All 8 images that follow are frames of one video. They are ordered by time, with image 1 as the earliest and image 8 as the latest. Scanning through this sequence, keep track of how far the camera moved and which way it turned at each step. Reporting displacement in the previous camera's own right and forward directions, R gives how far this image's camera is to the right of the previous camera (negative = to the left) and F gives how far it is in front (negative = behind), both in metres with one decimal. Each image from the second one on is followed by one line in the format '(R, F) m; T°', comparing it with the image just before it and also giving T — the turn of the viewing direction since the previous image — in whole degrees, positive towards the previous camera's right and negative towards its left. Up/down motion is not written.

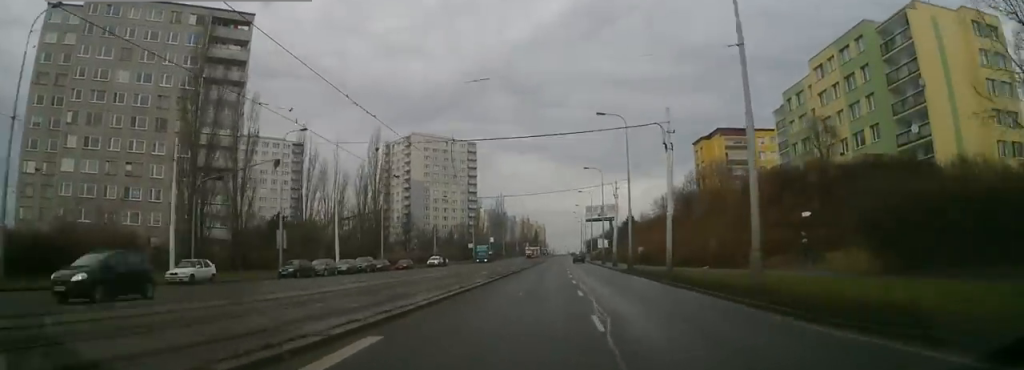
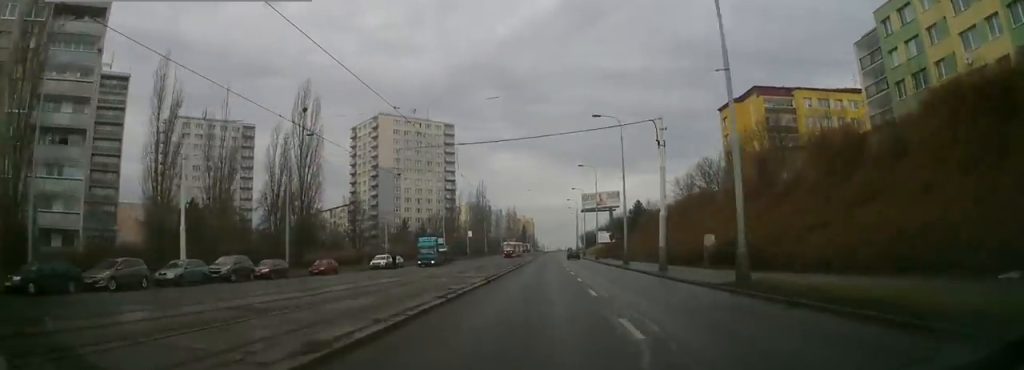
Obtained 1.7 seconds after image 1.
(+0.1, +28.2) m; 0°
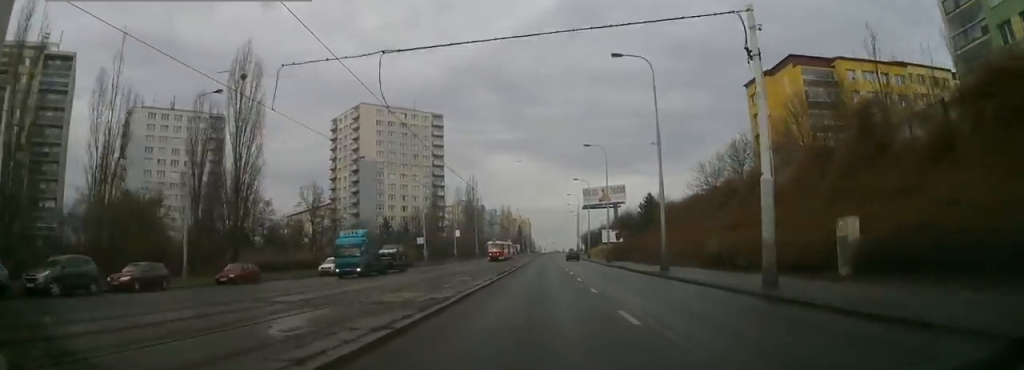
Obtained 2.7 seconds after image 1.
(-0.1, +16.5) m; 0°
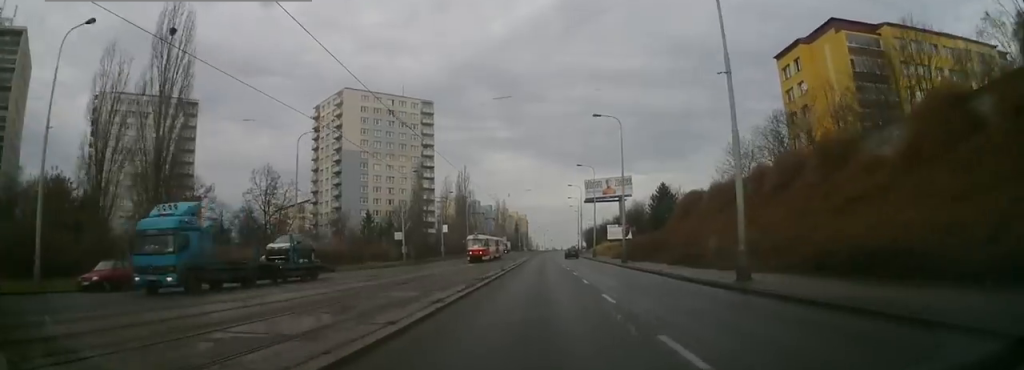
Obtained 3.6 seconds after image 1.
(0.0, +13.7) m; 0°
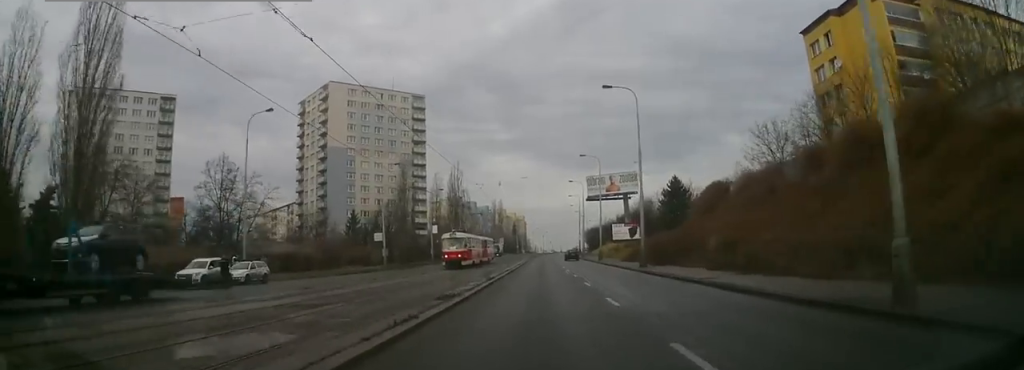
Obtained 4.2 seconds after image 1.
(0.0, +9.7) m; 0°
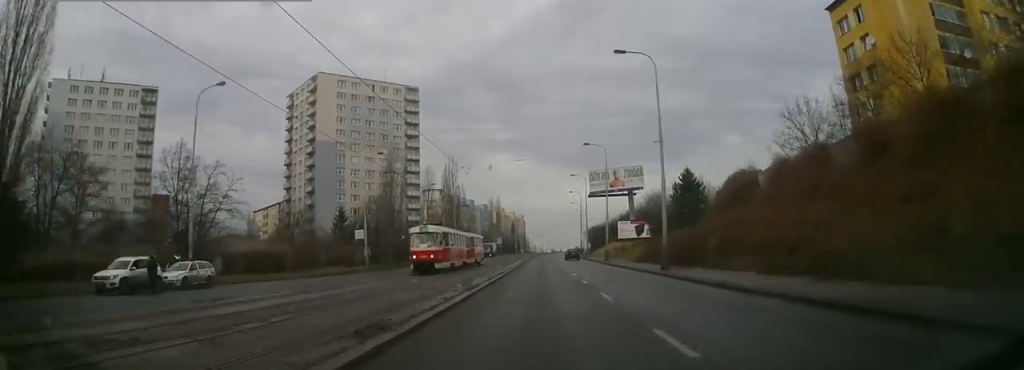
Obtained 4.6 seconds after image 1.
(0.0, +7.6) m; 0°
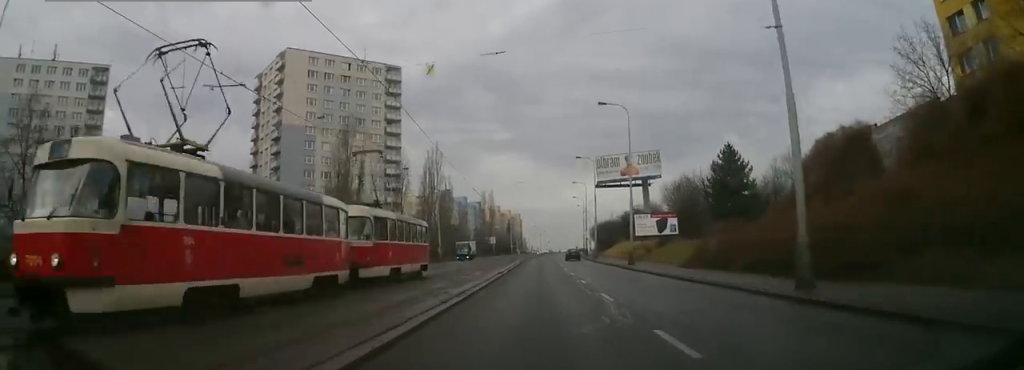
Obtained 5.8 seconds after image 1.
(-0.1, +17.0) m; -1°
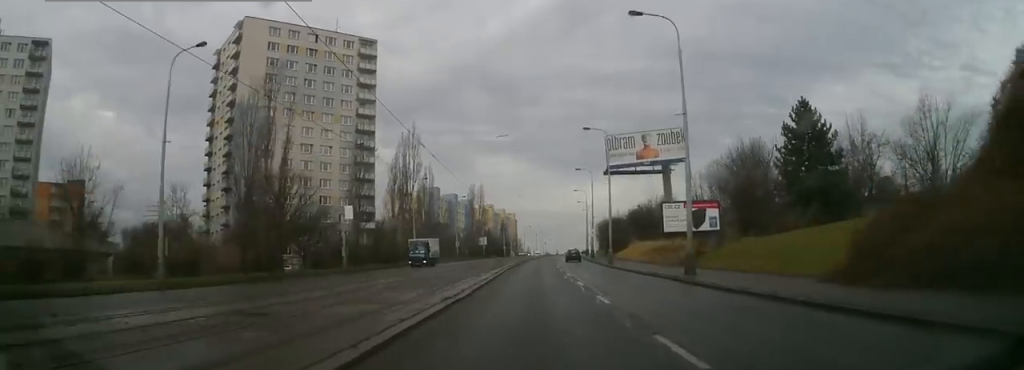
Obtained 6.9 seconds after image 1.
(-0.2, +16.2) m; -1°
